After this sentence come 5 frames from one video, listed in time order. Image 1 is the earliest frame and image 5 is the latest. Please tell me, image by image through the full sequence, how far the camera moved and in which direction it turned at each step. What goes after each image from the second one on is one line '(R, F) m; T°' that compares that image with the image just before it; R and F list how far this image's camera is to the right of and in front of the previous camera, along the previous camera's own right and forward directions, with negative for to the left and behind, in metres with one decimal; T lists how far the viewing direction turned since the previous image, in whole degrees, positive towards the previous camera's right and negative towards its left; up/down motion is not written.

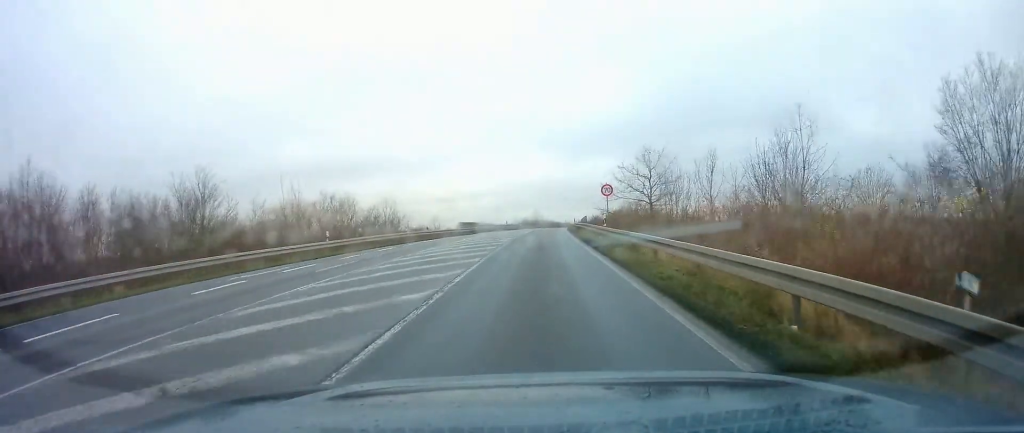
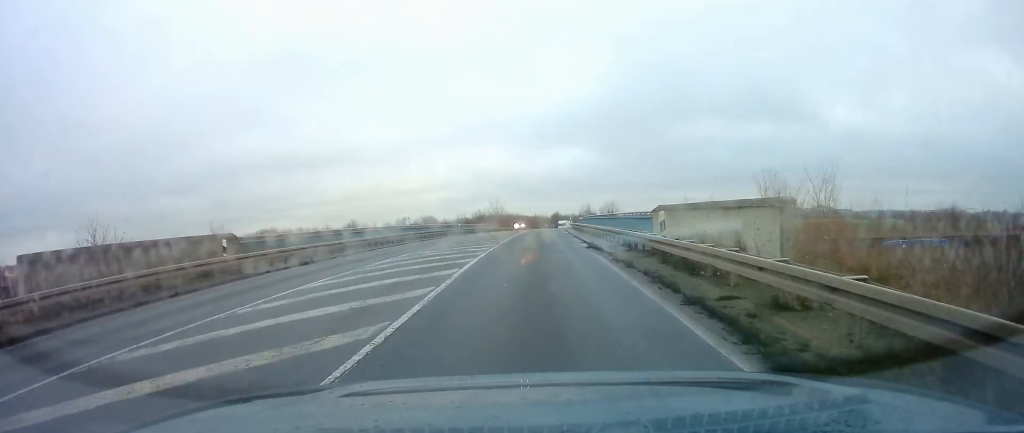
(+1.8, +61.6) m; +3°
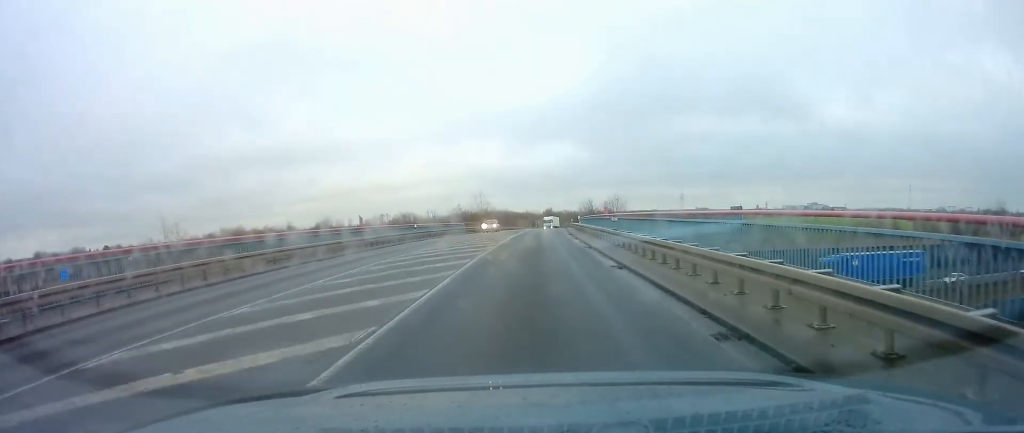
(-0.1, +21.1) m; 0°
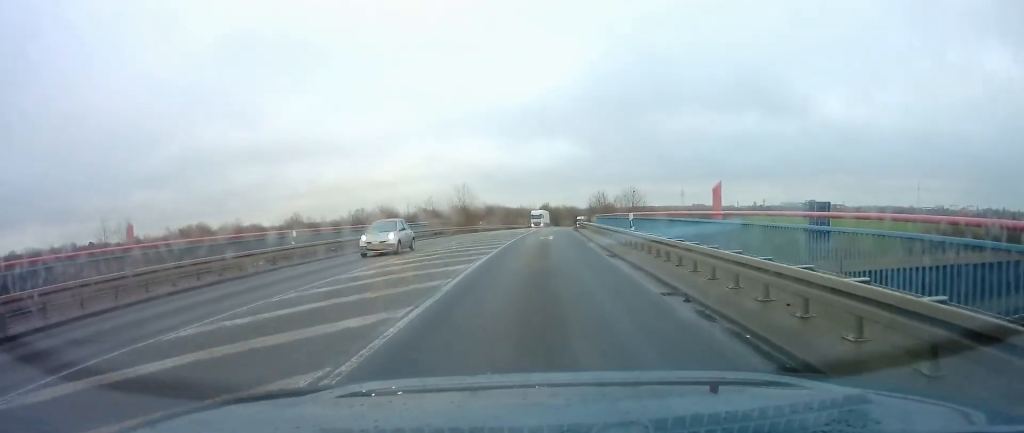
(+0.3, +23.2) m; +1°
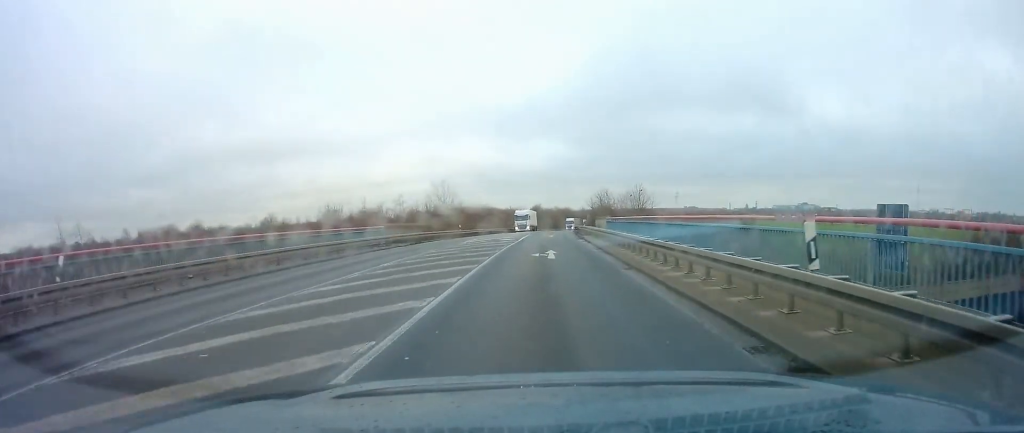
(+0.1, +12.8) m; +1°
